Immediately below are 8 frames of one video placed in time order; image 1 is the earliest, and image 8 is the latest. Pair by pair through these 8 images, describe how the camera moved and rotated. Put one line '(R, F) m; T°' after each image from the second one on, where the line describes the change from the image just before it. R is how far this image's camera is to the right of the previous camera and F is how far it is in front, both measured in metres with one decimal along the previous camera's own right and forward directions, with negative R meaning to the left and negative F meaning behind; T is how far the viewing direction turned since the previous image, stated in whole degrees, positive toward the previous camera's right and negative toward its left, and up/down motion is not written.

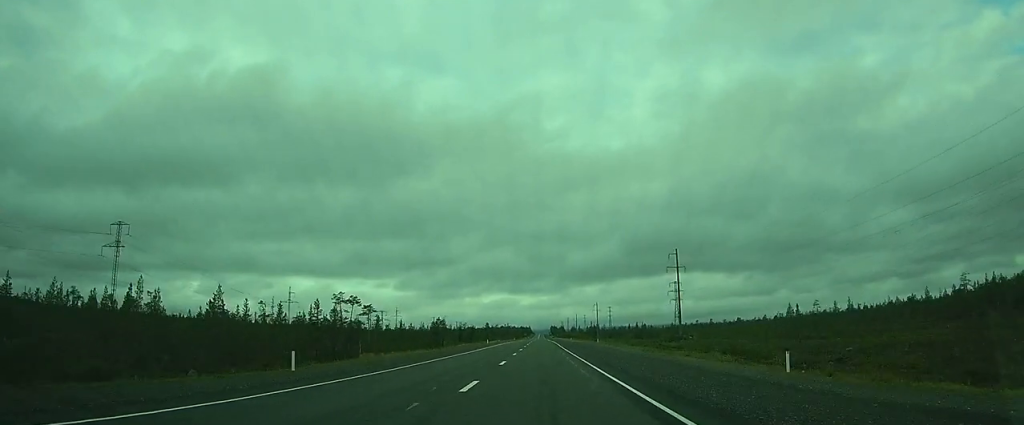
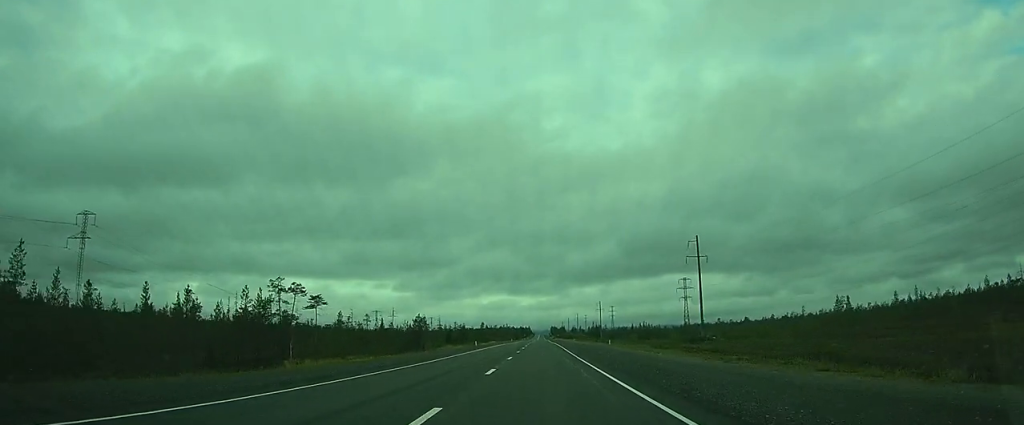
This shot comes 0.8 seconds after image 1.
(0.0, +17.6) m; -1°
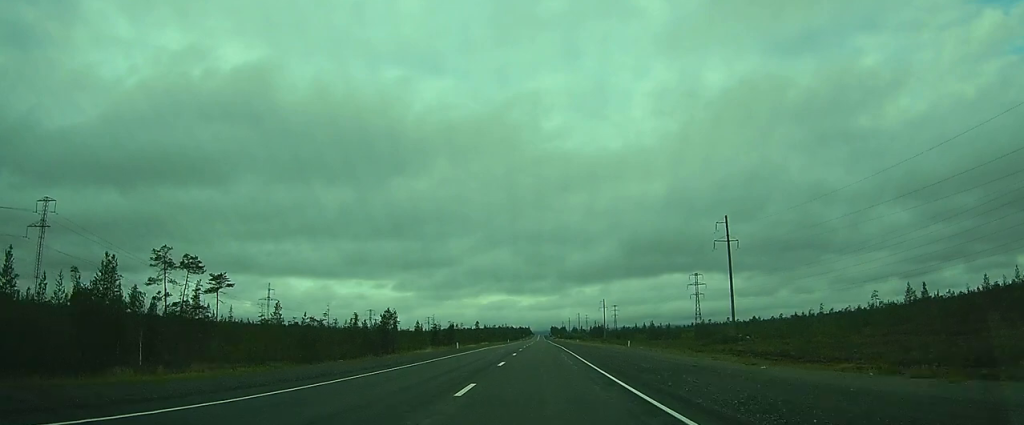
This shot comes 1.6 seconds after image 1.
(-0.3, +18.7) m; -1°
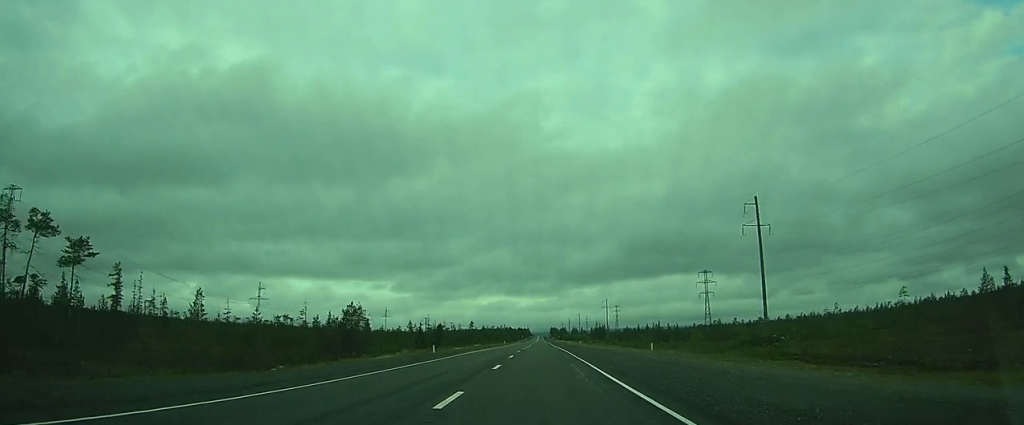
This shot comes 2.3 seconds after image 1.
(0.0, +14.4) m; -1°
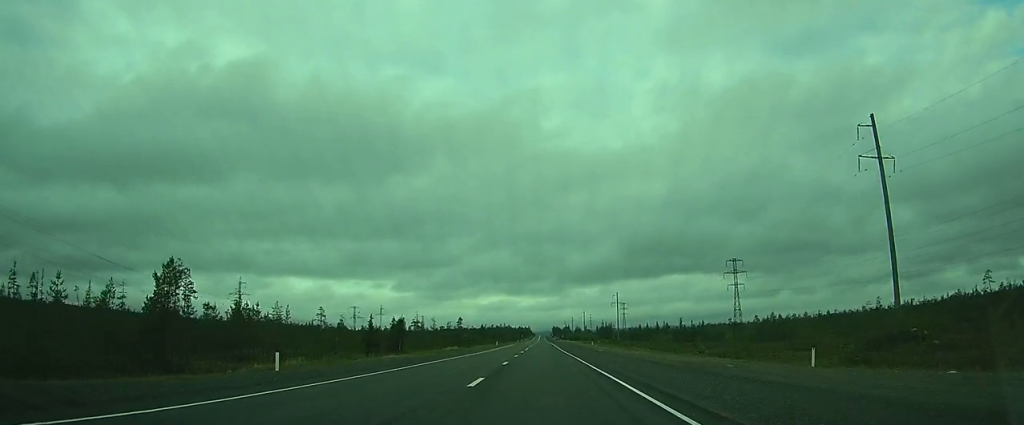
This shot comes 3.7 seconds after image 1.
(-0.3, +32.1) m; 0°
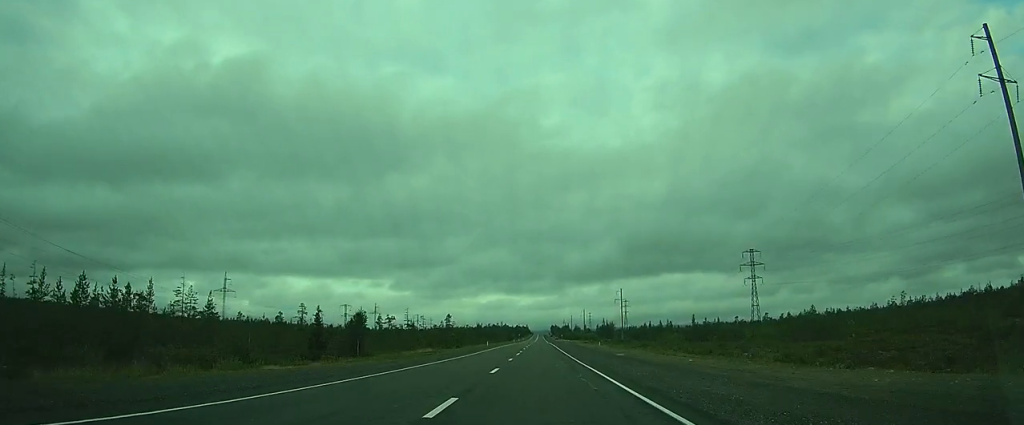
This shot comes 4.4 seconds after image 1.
(+0.3, +17.7) m; +1°
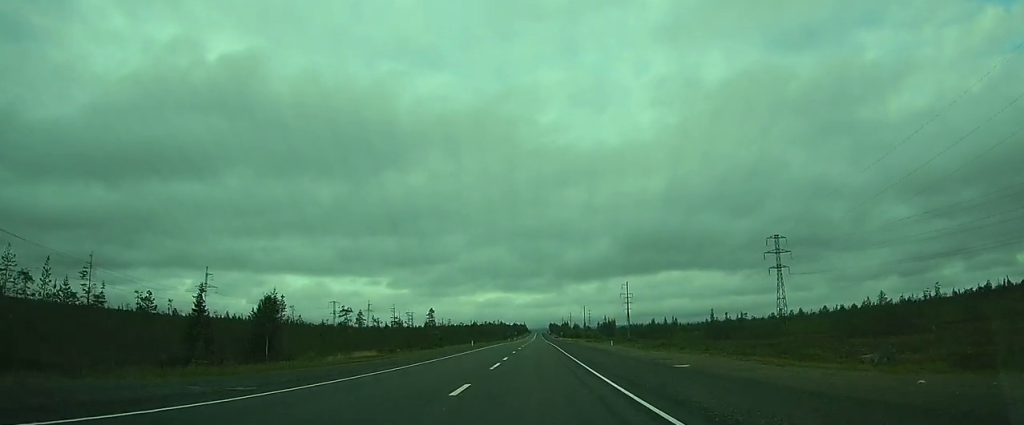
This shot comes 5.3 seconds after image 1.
(+0.1, +20.8) m; 0°
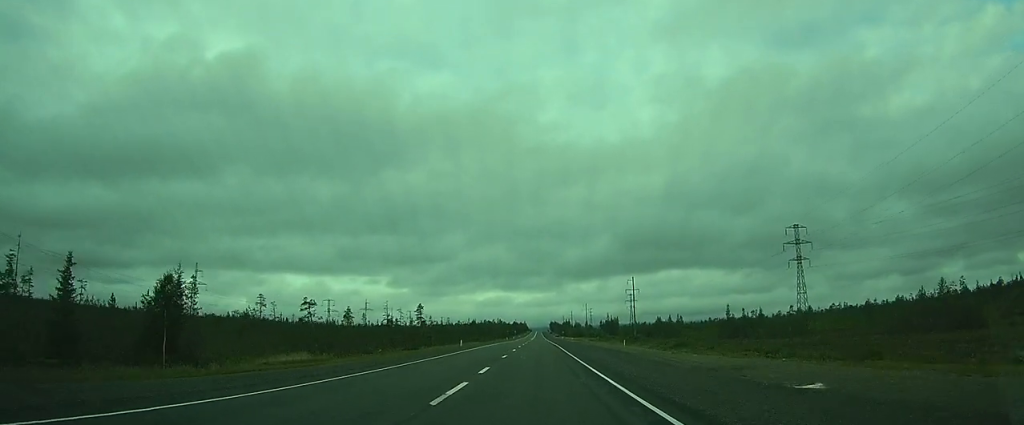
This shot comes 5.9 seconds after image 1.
(-0.1, +12.3) m; 0°
